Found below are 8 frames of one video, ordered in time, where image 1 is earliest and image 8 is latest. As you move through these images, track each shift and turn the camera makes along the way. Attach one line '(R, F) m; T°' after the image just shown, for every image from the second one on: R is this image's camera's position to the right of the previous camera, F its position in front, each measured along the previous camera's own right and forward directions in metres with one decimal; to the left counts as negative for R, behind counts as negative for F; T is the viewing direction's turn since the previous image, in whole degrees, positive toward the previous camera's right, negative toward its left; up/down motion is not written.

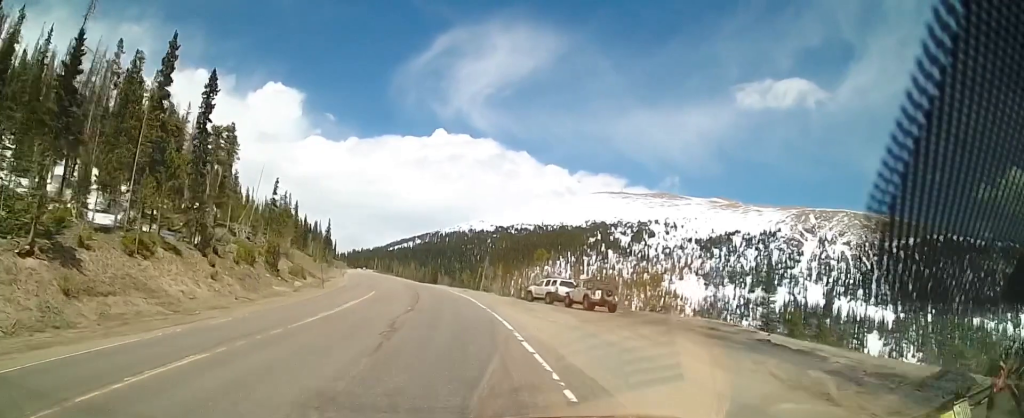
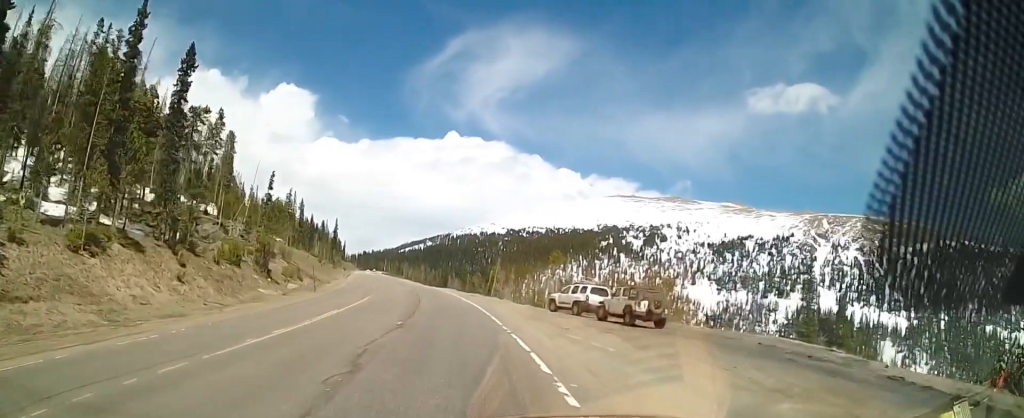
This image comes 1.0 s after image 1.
(-0.2, +7.3) m; -2°
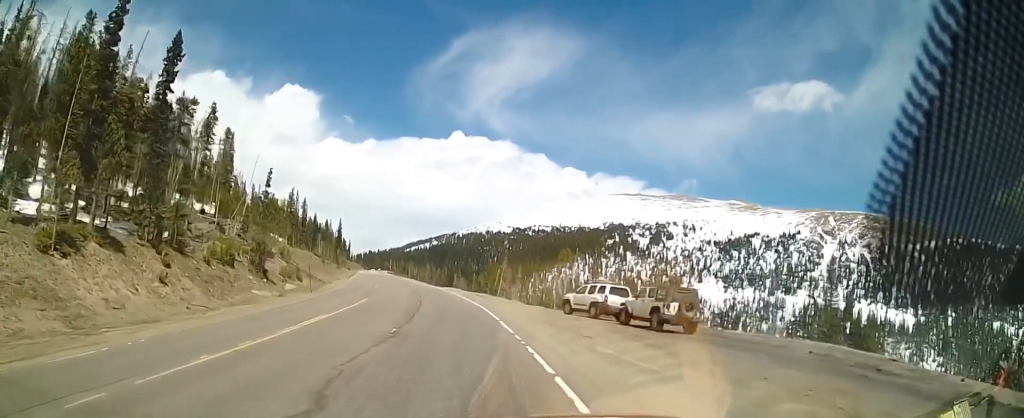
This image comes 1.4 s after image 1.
(0.0, +3.3) m; 0°
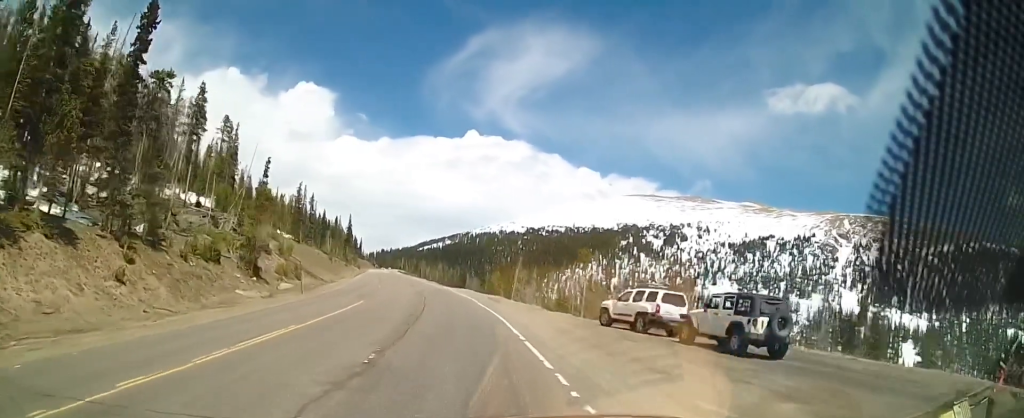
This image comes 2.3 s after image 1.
(0.0, +6.5) m; 0°
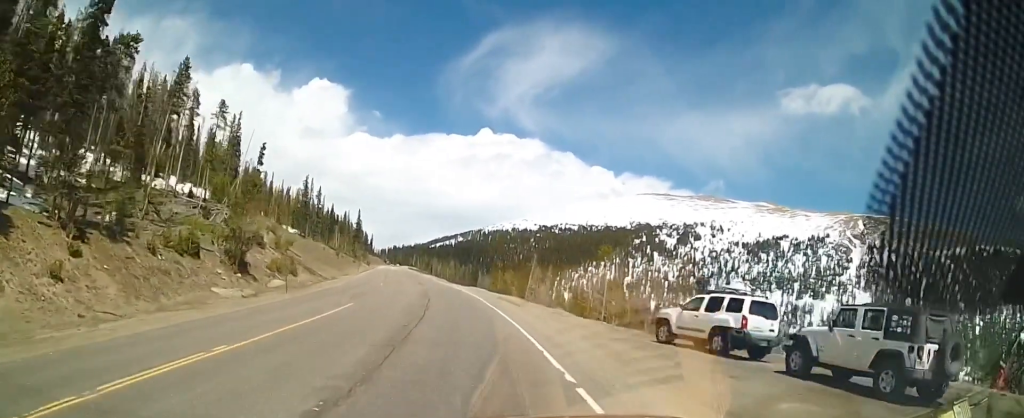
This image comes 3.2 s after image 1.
(0.0, +6.7) m; -2°
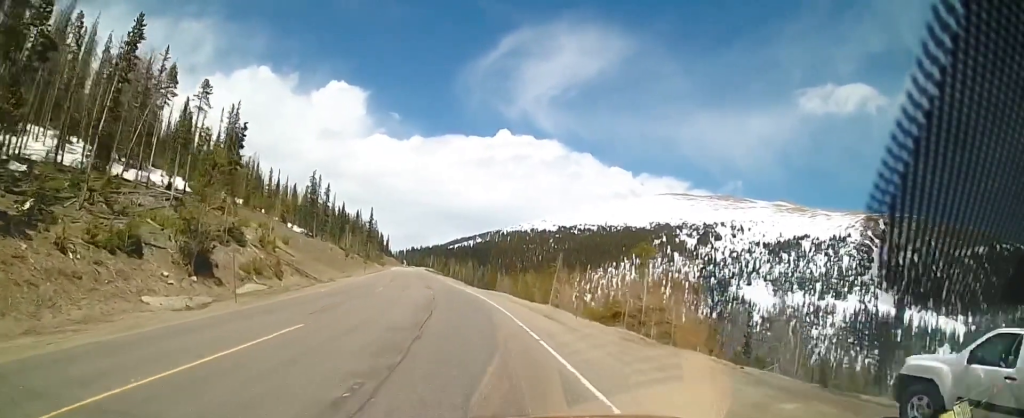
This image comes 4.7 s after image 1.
(-0.6, +11.5) m; -2°
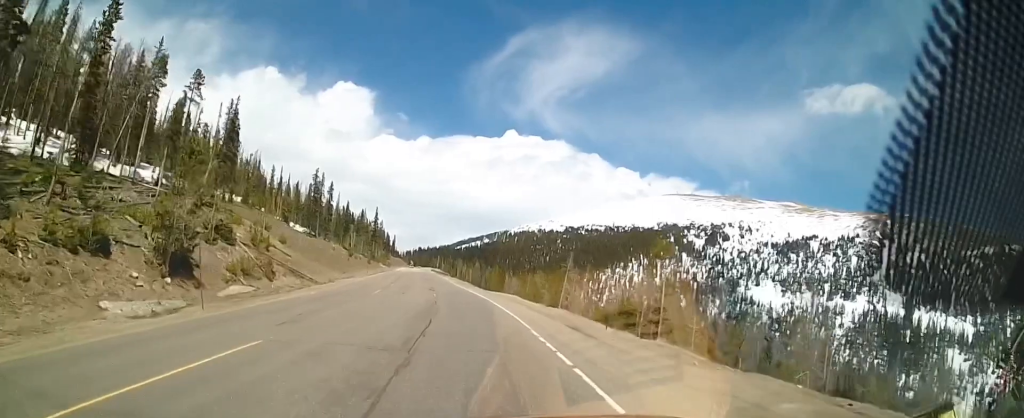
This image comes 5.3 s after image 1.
(0.0, +4.6) m; +1°
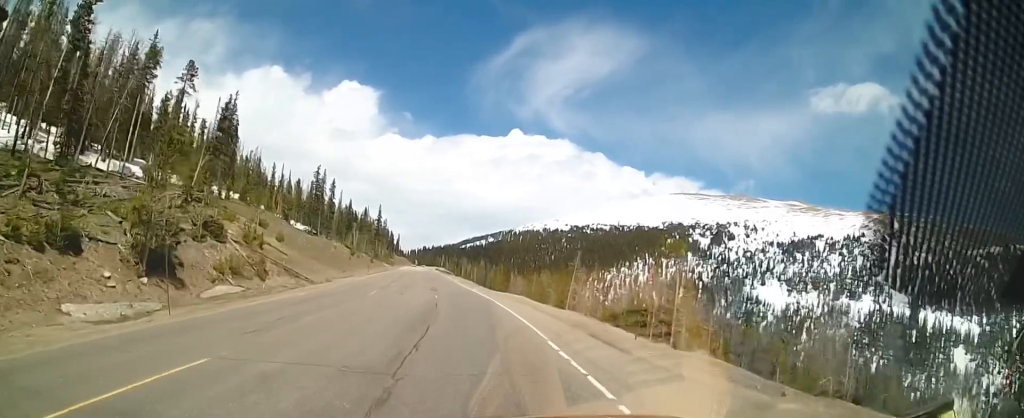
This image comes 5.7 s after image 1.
(+0.2, +3.3) m; 0°
